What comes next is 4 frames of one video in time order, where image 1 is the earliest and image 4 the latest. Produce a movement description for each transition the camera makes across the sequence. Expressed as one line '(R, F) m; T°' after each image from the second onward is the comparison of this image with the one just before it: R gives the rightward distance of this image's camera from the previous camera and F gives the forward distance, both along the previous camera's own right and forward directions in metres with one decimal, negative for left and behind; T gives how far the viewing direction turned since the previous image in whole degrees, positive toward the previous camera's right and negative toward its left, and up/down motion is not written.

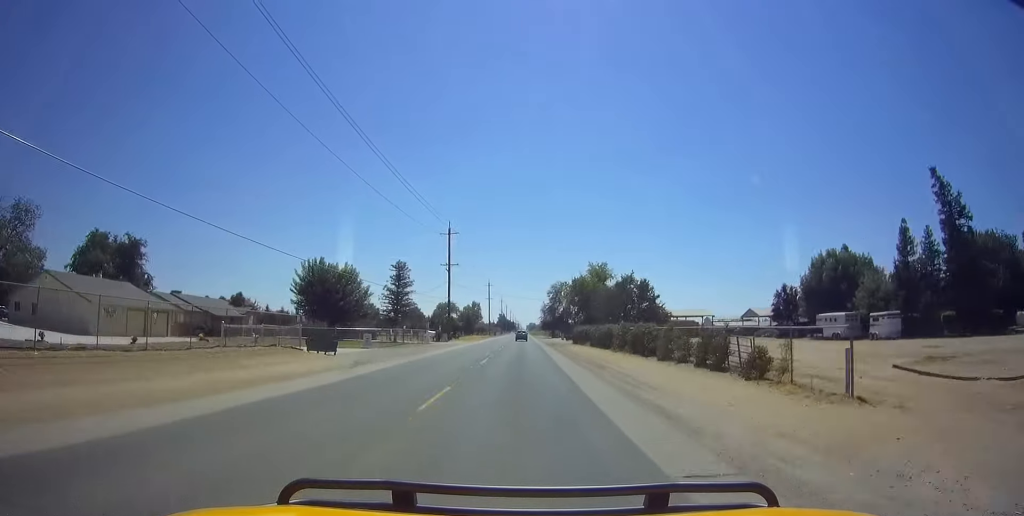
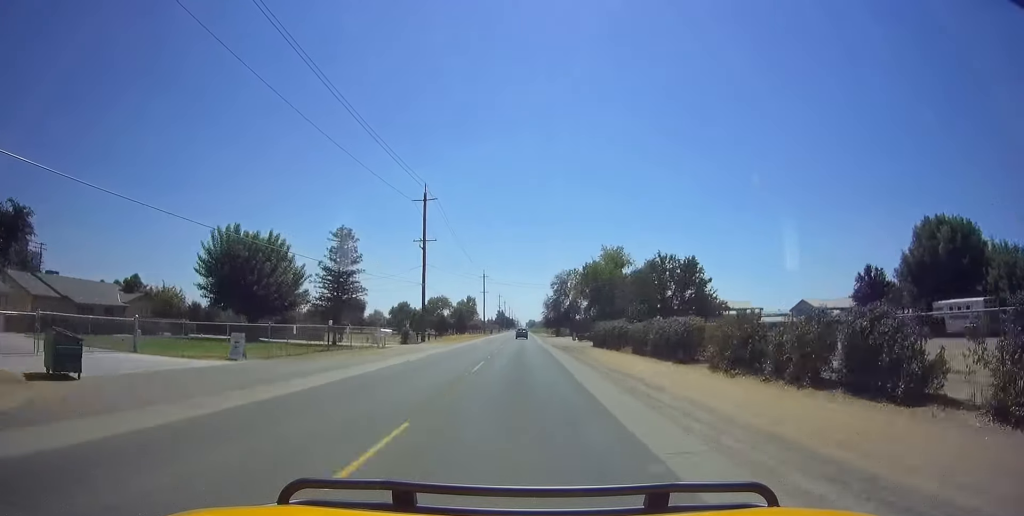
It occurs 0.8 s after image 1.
(0.0, +19.8) m; 0°
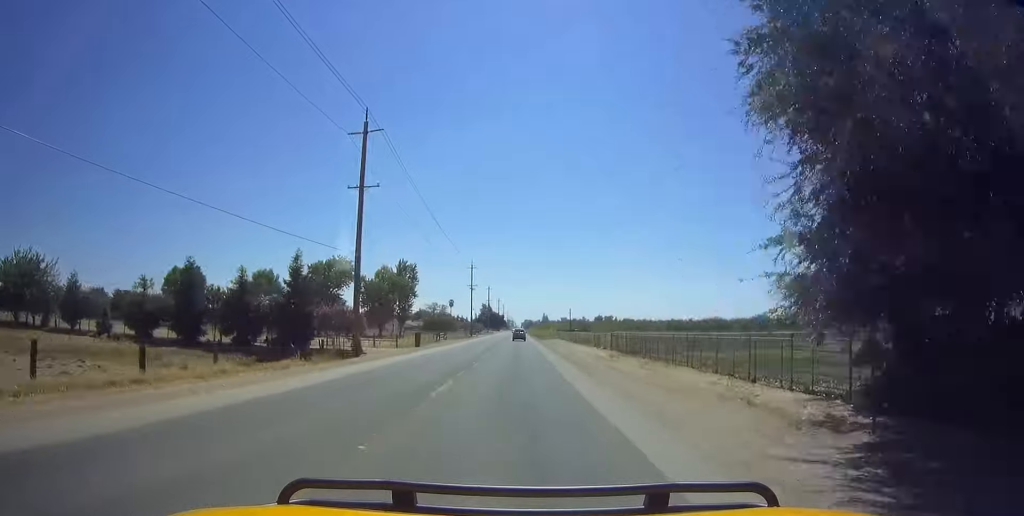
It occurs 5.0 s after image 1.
(0.0, +109.8) m; -1°
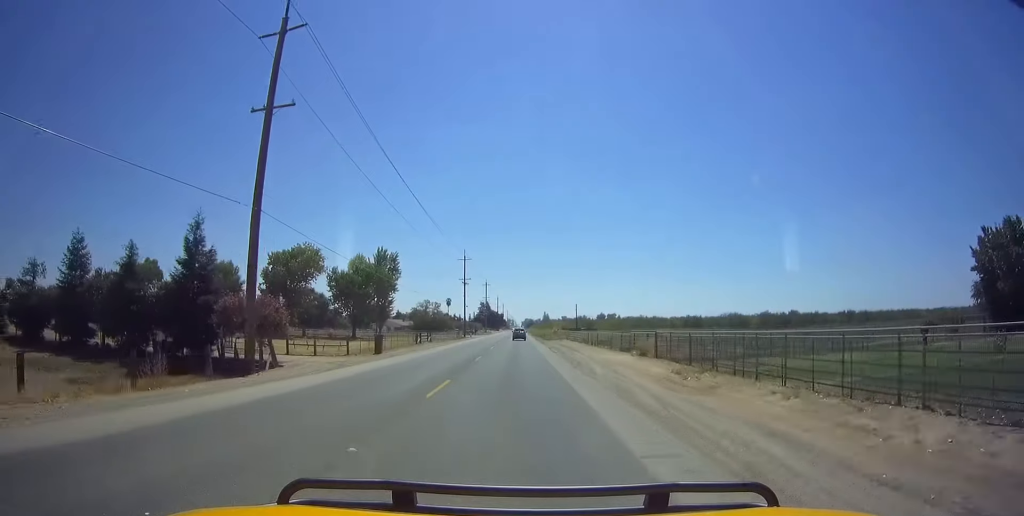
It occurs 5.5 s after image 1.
(-0.1, +15.1) m; 0°
